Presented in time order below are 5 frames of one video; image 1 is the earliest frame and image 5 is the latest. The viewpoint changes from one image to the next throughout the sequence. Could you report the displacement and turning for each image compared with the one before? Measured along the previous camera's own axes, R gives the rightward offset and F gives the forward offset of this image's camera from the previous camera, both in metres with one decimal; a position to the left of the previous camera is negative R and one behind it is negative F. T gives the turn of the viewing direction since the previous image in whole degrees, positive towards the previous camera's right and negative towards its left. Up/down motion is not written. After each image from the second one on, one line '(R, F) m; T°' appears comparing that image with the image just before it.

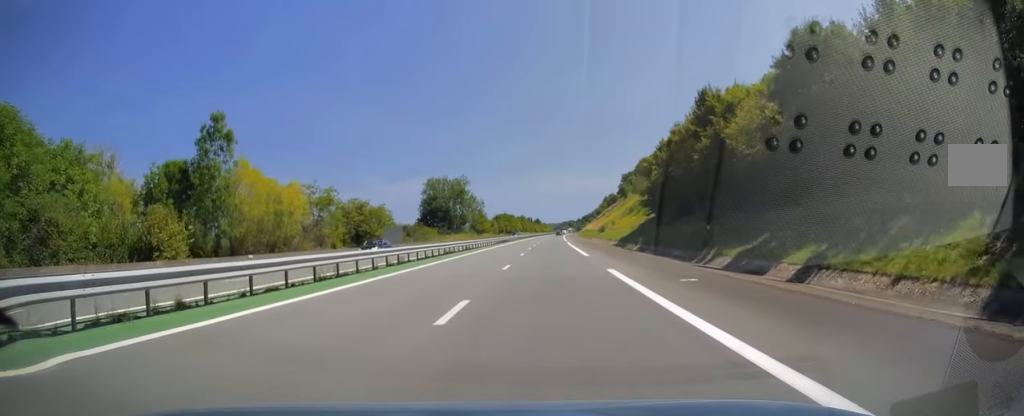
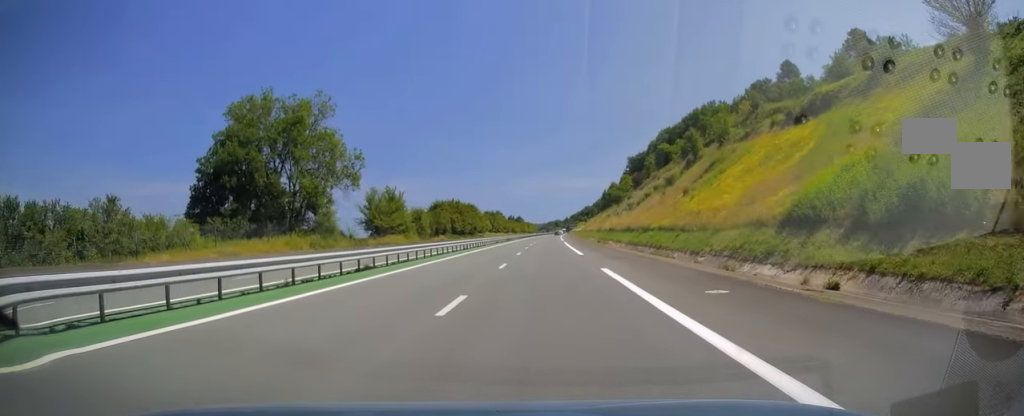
(+1.1, +103.4) m; +1°
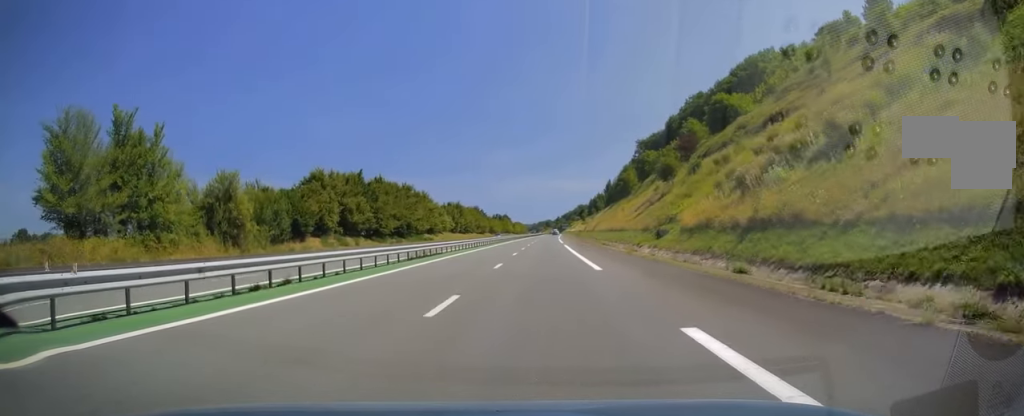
(+0.3, +65.2) m; +1°
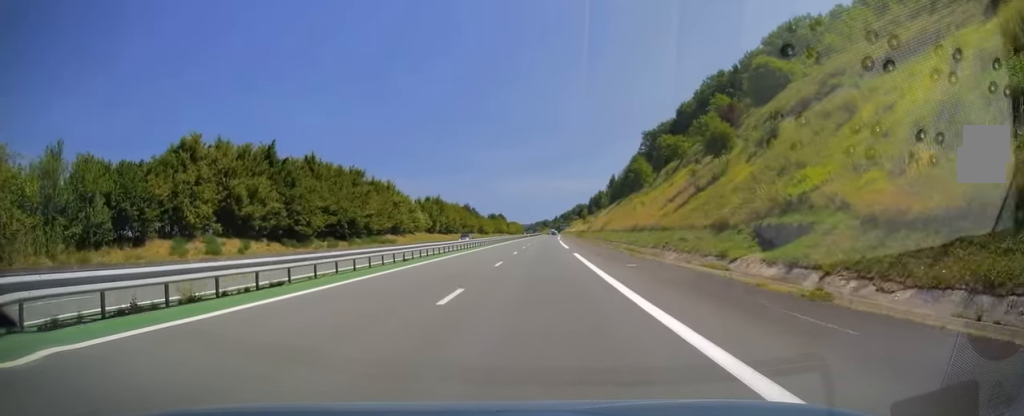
(+0.5, +24.6) m; +1°
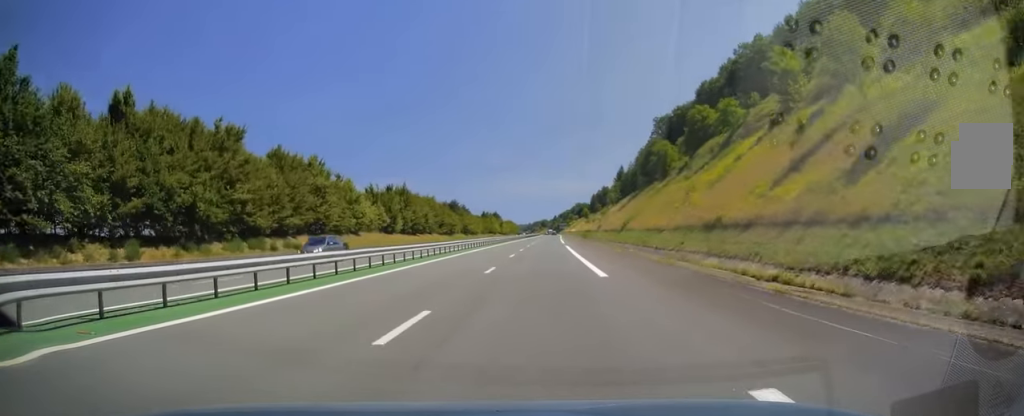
(-0.3, +30.1) m; 0°
